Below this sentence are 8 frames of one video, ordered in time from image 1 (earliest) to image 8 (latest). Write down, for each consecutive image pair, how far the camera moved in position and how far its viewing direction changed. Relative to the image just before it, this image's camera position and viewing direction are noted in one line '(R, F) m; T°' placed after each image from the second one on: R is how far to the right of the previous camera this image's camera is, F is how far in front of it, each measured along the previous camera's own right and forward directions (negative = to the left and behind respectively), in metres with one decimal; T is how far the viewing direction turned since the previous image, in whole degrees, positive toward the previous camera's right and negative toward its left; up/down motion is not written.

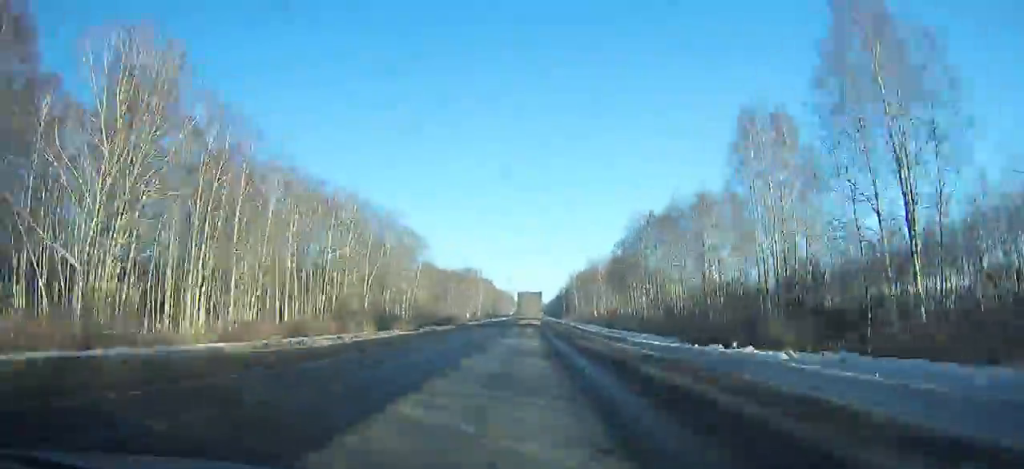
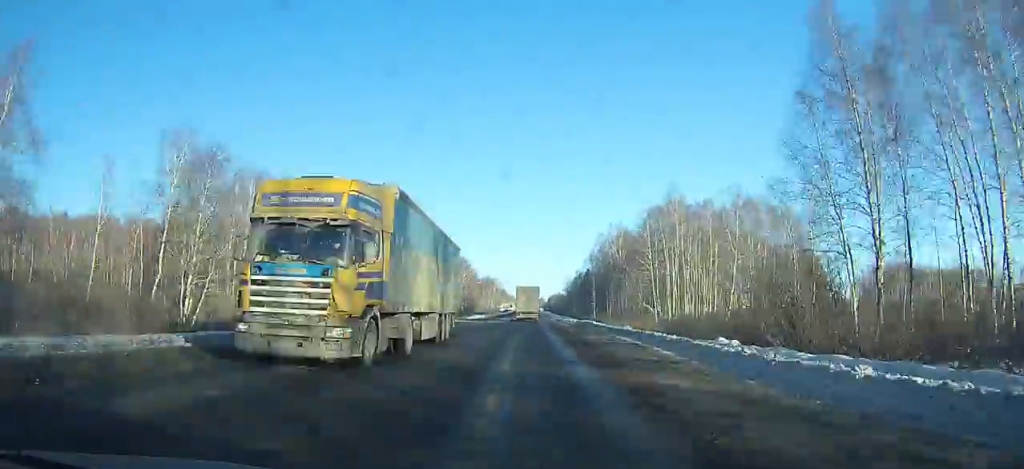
(+0.2, +111.2) m; 0°
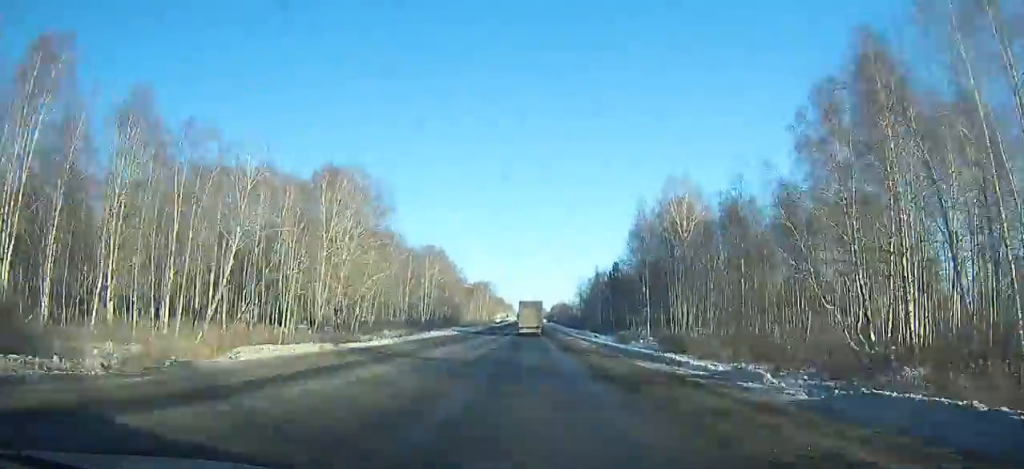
(-0.2, +48.7) m; 0°
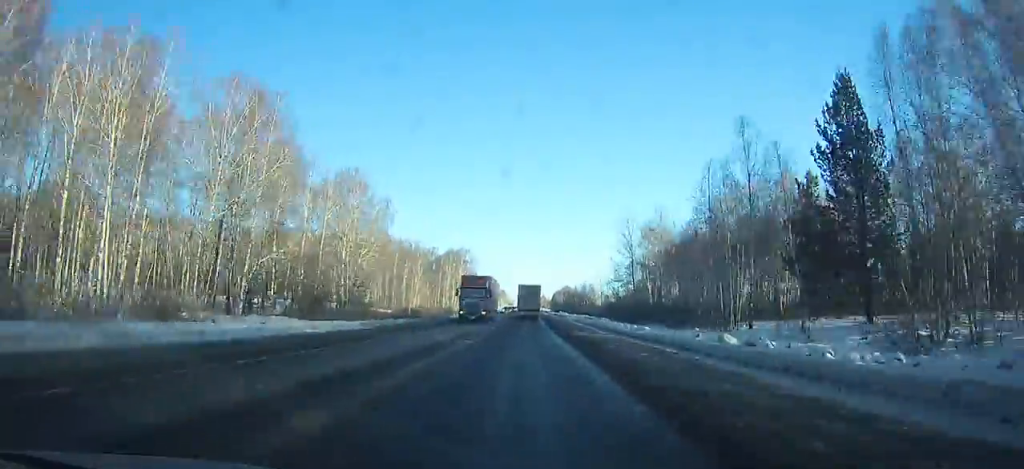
(0.0, +85.7) m; 0°
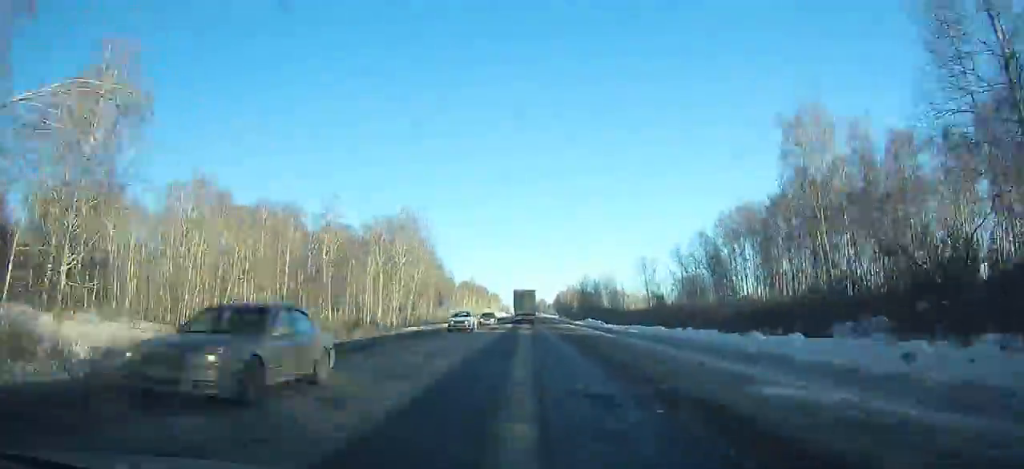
(0.0, +70.8) m; 0°
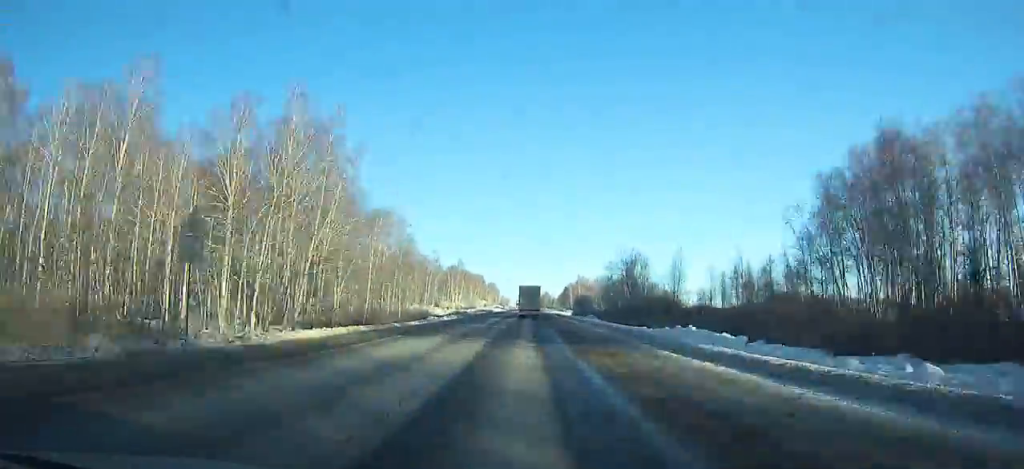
(+0.1, +46.3) m; 0°
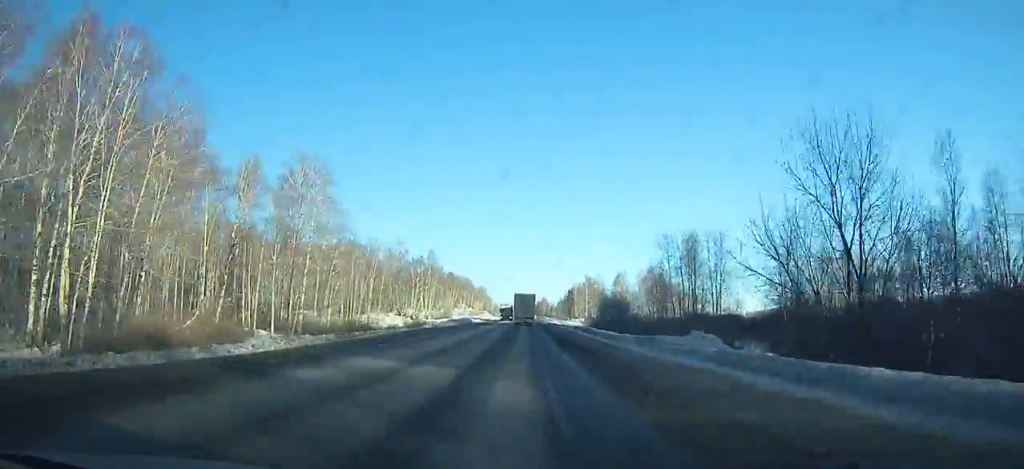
(+0.3, +44.0) m; 0°
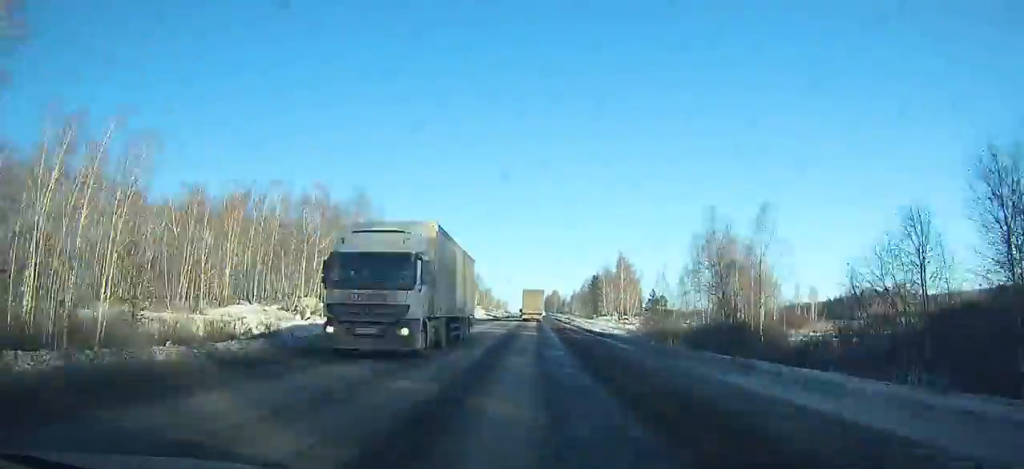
(-0.2, +56.8) m; 0°
